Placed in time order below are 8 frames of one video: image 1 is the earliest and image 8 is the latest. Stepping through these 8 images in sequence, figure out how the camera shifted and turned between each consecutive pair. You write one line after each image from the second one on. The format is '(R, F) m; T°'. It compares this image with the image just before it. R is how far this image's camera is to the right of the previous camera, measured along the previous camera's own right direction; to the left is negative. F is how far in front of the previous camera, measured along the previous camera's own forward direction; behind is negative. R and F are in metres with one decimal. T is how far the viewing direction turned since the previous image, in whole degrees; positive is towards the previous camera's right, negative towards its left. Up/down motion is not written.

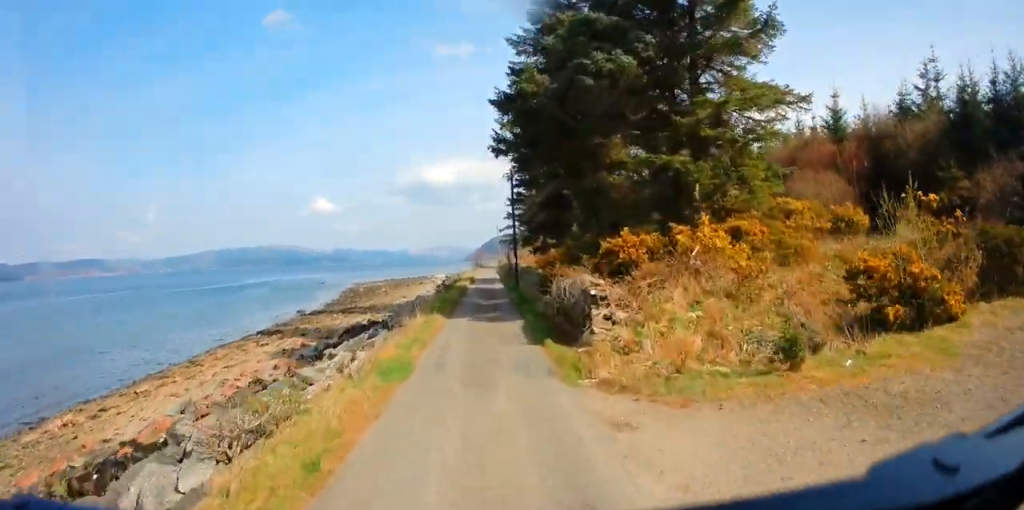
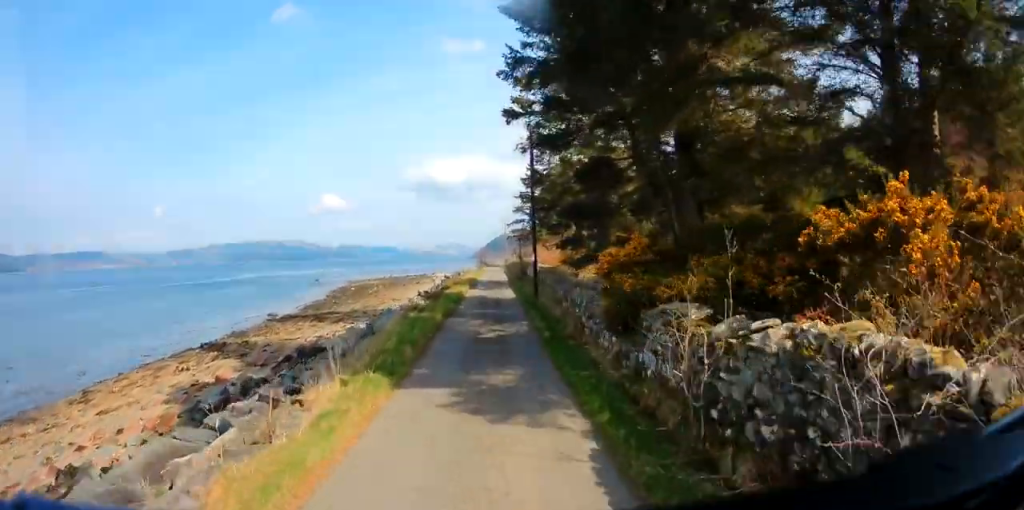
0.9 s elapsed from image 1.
(+0.2, +11.8) m; +1°
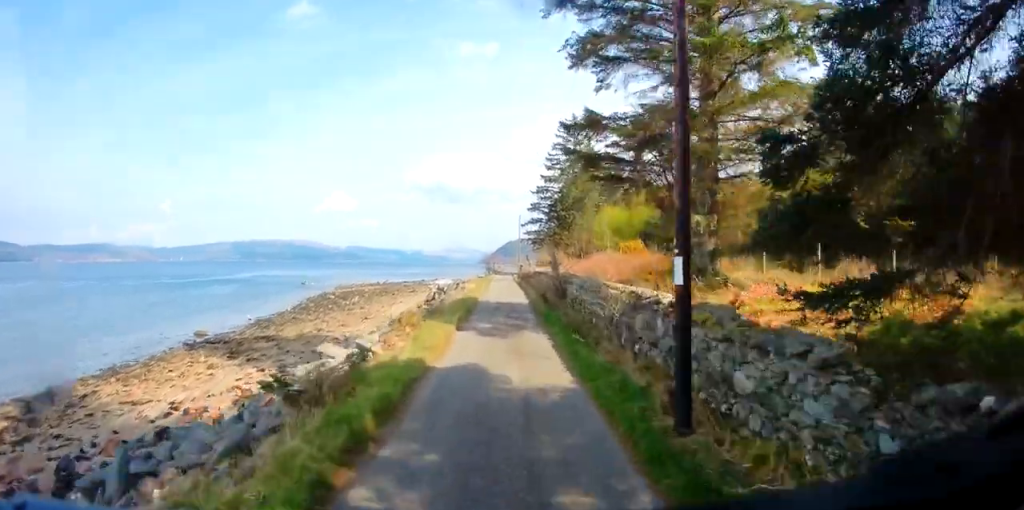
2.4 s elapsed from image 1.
(-0.4, +18.5) m; -3°
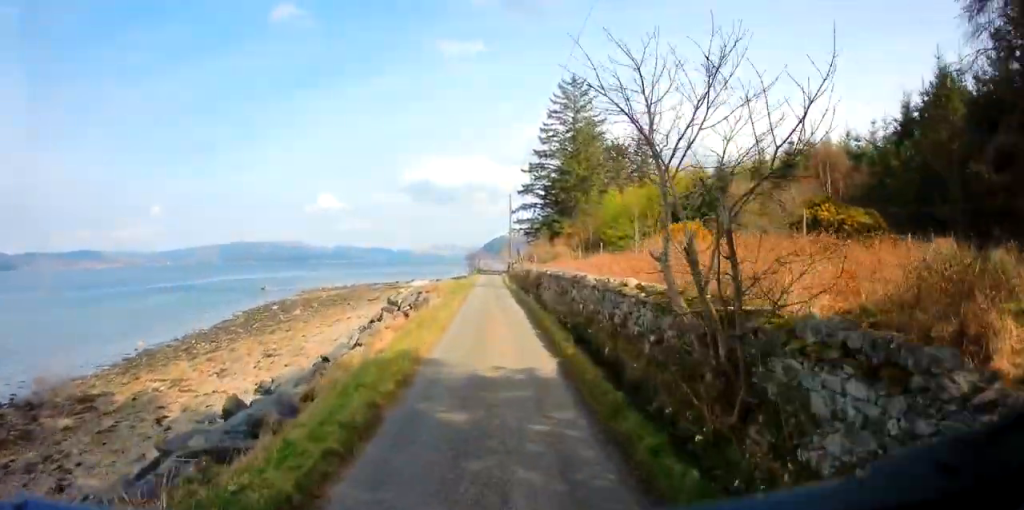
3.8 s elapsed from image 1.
(+0.1, +18.7) m; +2°
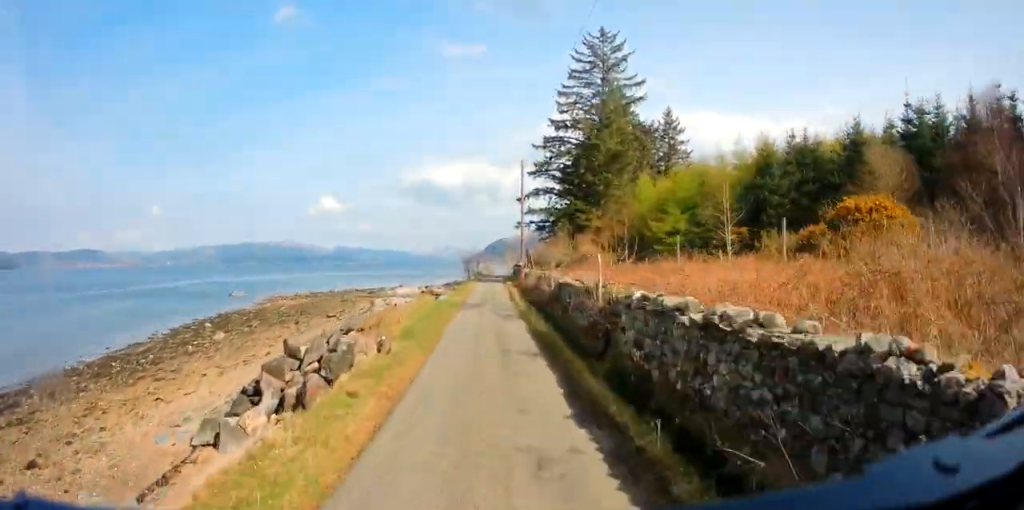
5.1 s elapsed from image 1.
(0.0, +17.5) m; -1°
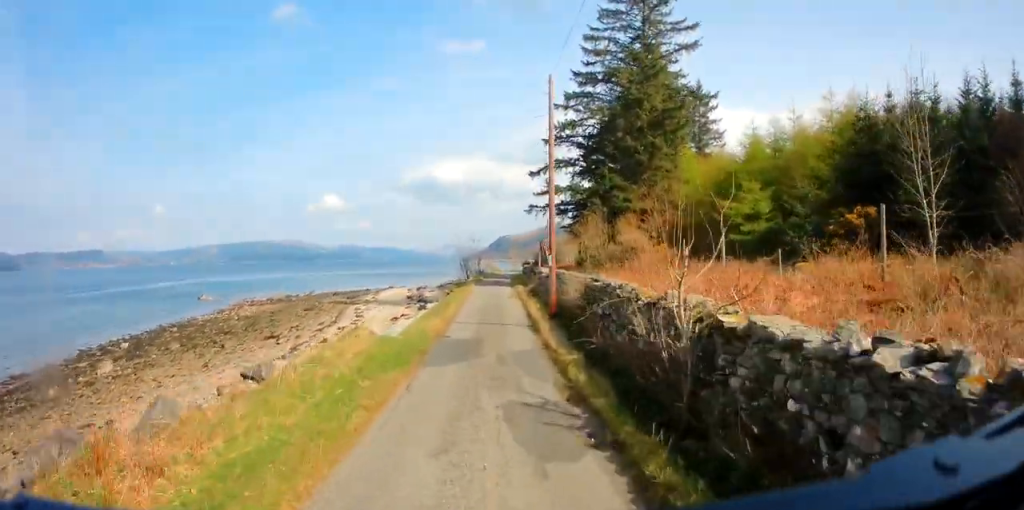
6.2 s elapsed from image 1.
(0.0, +14.6) m; 0°
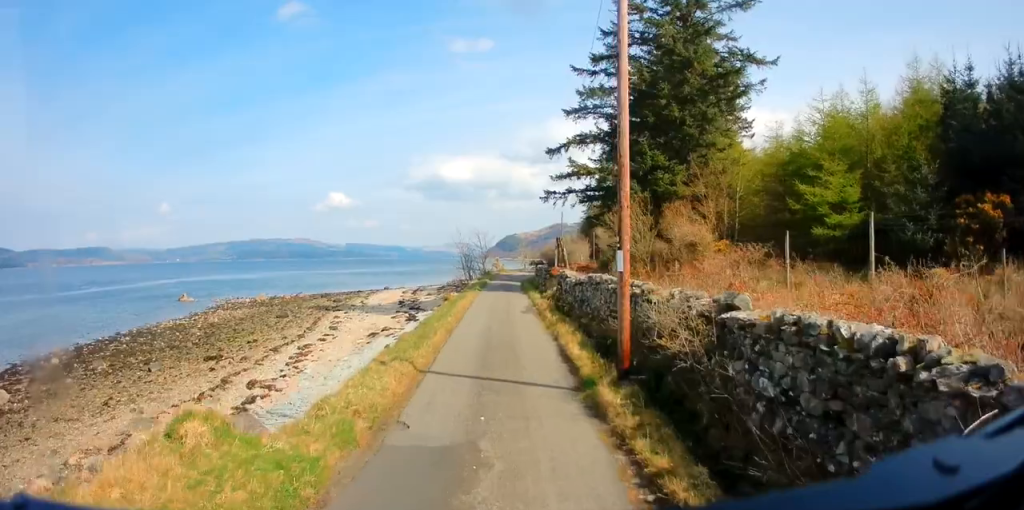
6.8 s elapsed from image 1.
(0.0, +8.5) m; 0°
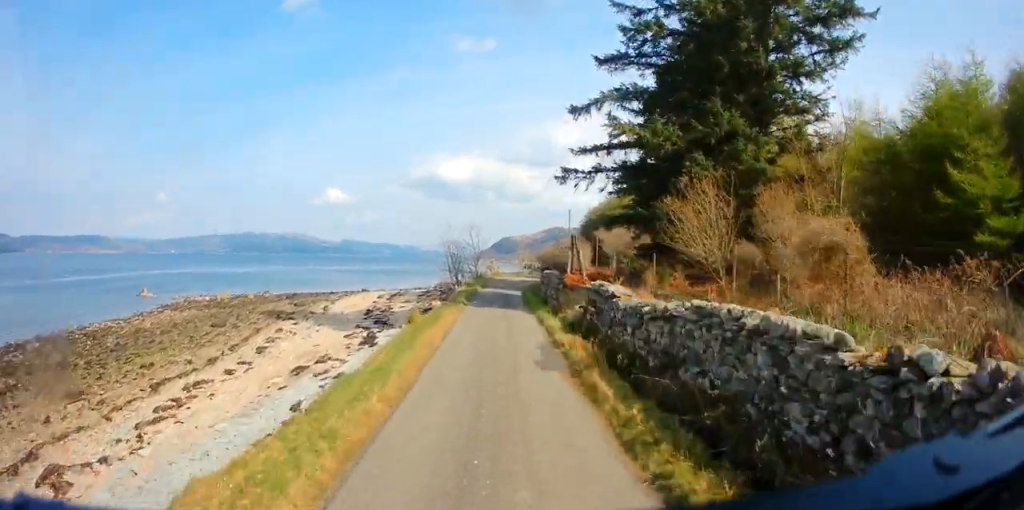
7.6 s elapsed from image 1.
(0.0, +10.1) m; 0°
